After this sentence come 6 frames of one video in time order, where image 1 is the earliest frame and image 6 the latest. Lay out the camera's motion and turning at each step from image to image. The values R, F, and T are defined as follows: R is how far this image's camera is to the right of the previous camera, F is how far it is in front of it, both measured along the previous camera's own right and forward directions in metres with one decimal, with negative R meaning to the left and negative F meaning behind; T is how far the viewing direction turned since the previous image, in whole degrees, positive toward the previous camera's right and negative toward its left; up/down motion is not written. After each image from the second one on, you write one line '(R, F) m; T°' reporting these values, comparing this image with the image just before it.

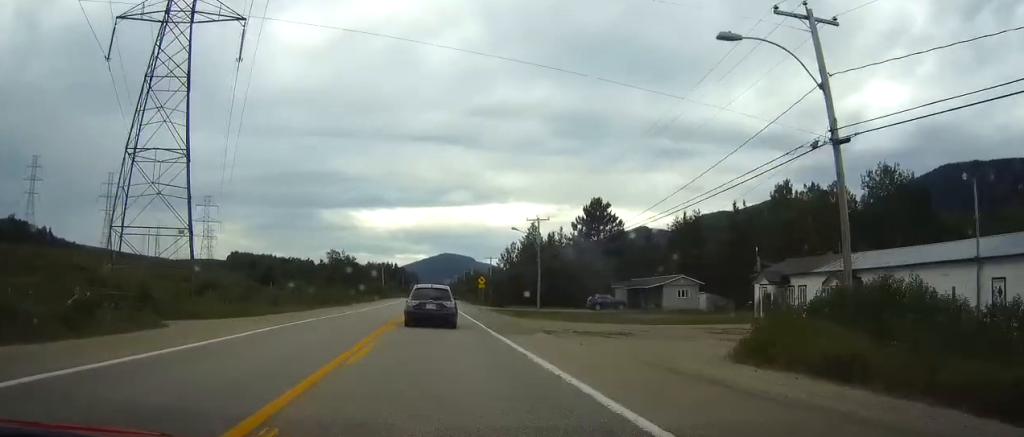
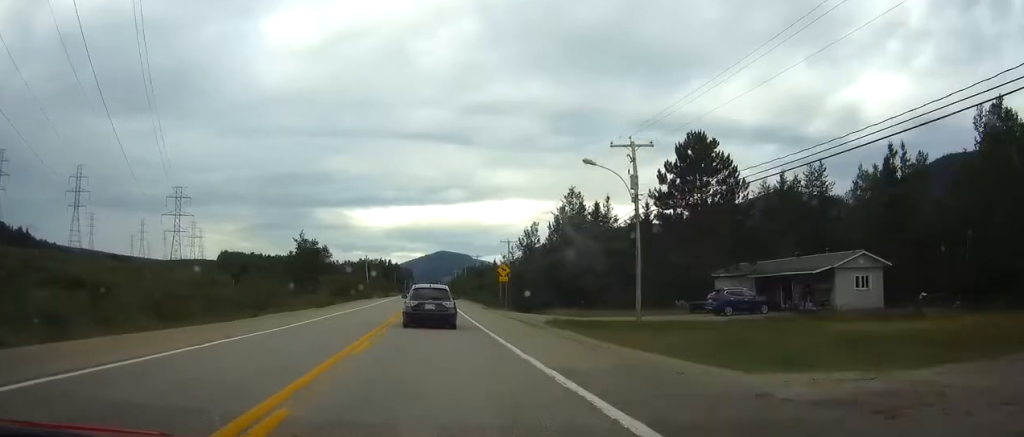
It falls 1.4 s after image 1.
(+0.1, +35.6) m; 0°
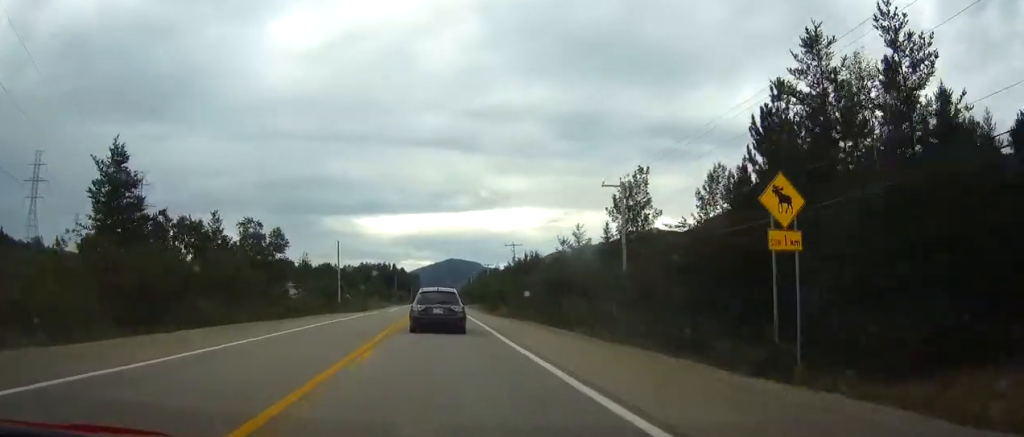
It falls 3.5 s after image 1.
(-0.3, +54.1) m; -1°
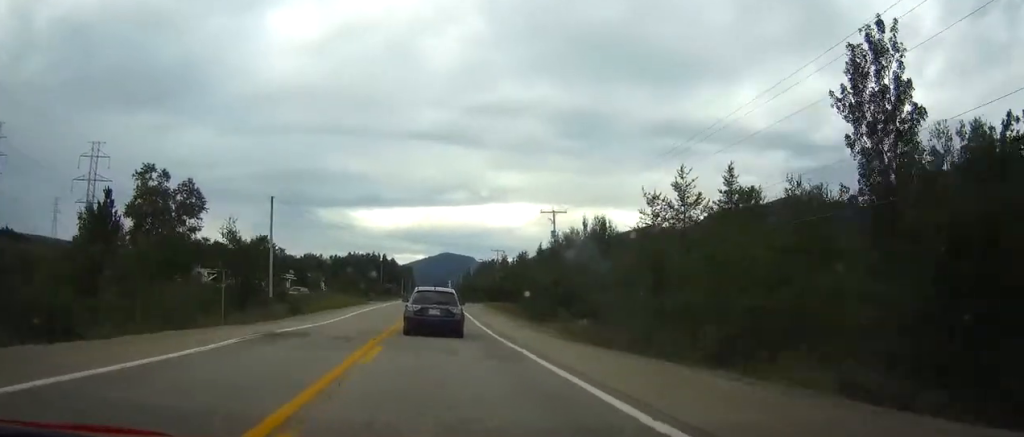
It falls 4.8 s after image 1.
(0.0, +34.9) m; 0°
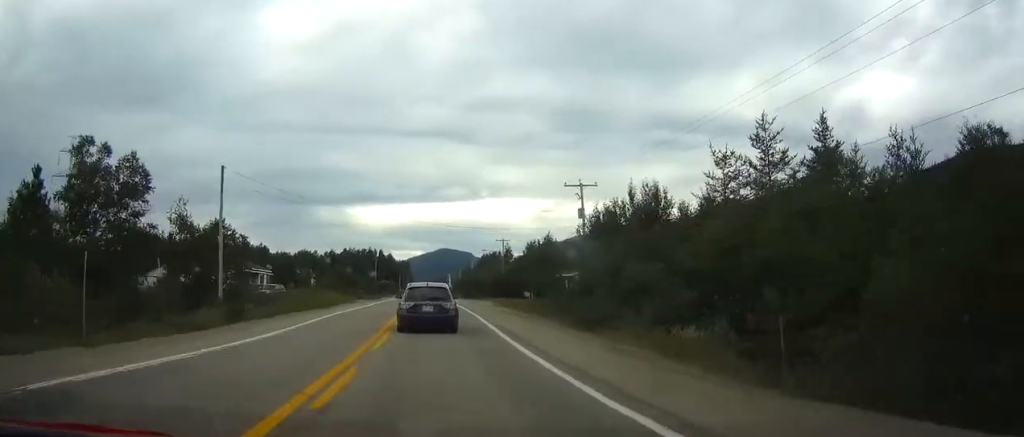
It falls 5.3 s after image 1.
(0.0, +12.7) m; 0°
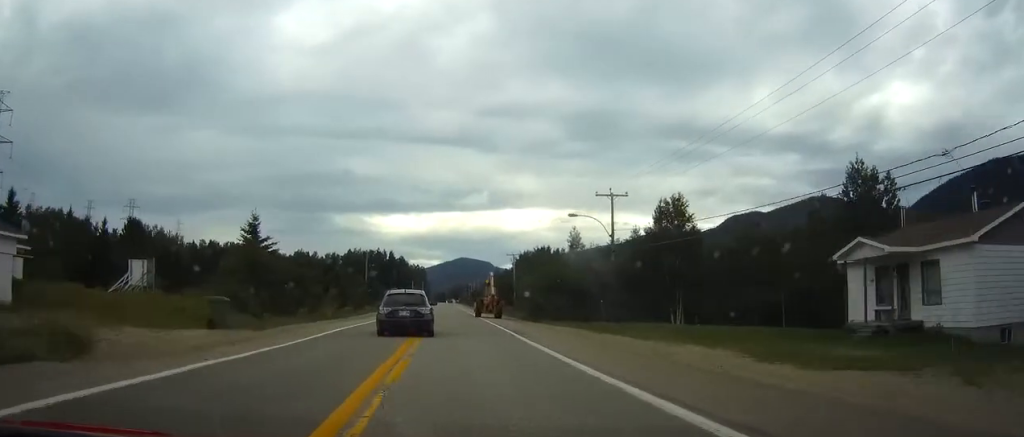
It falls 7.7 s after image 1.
(-0.4, +58.7) m; -1°
